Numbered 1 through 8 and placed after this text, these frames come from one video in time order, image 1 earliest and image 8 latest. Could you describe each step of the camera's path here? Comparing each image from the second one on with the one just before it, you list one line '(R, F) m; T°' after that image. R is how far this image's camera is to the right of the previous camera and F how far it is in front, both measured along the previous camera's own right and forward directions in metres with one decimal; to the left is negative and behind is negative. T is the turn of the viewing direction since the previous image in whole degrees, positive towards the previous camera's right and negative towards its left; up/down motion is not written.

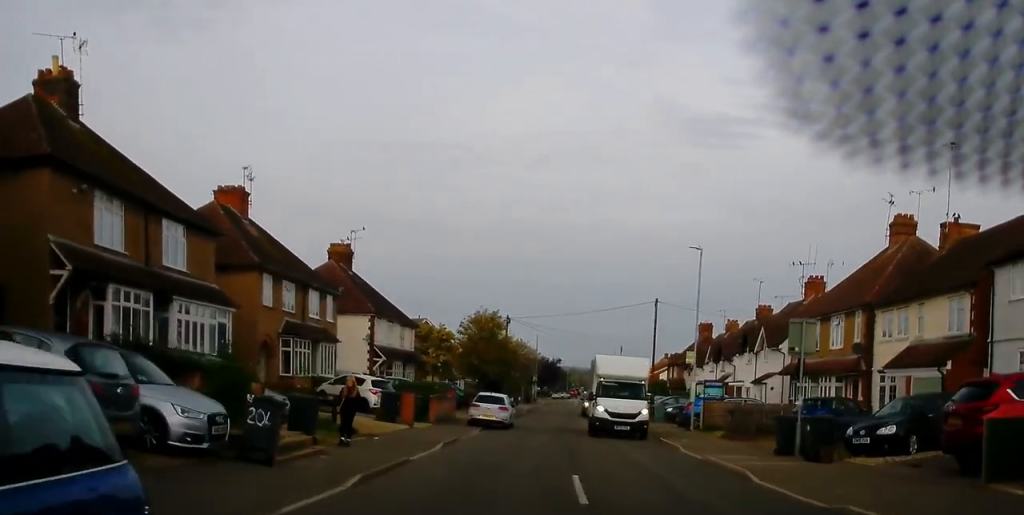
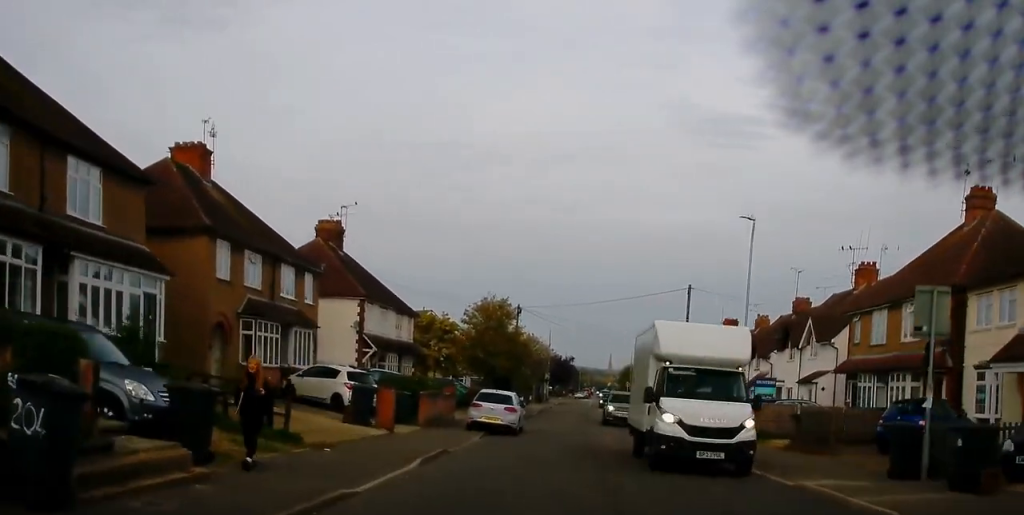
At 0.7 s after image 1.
(0.0, +6.4) m; +1°
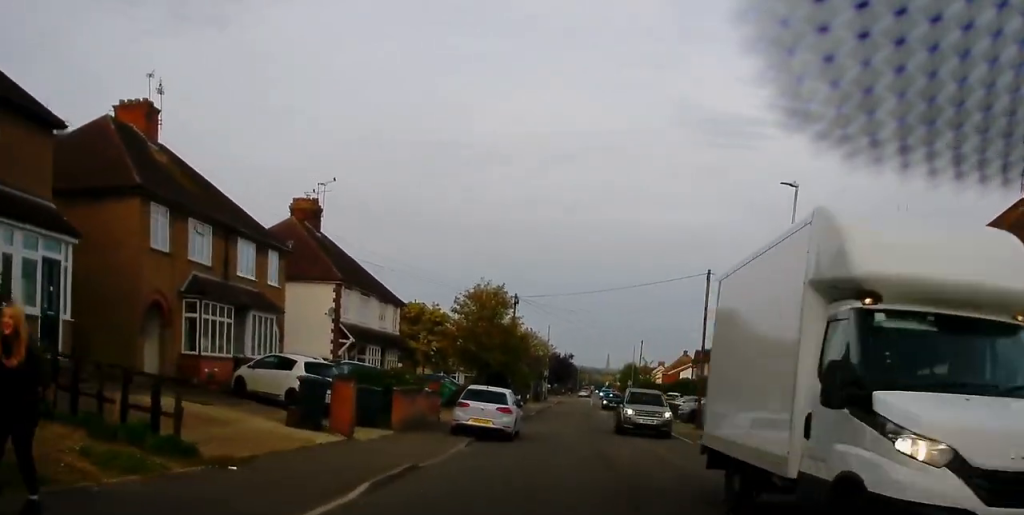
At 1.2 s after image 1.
(-0.1, +4.9) m; +2°
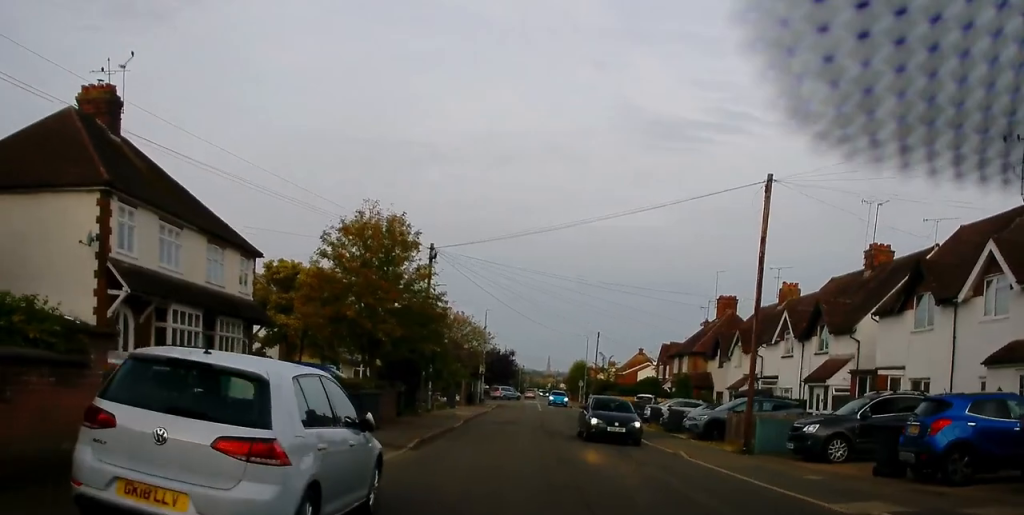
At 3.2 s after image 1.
(+0.3, +17.2) m; +1°
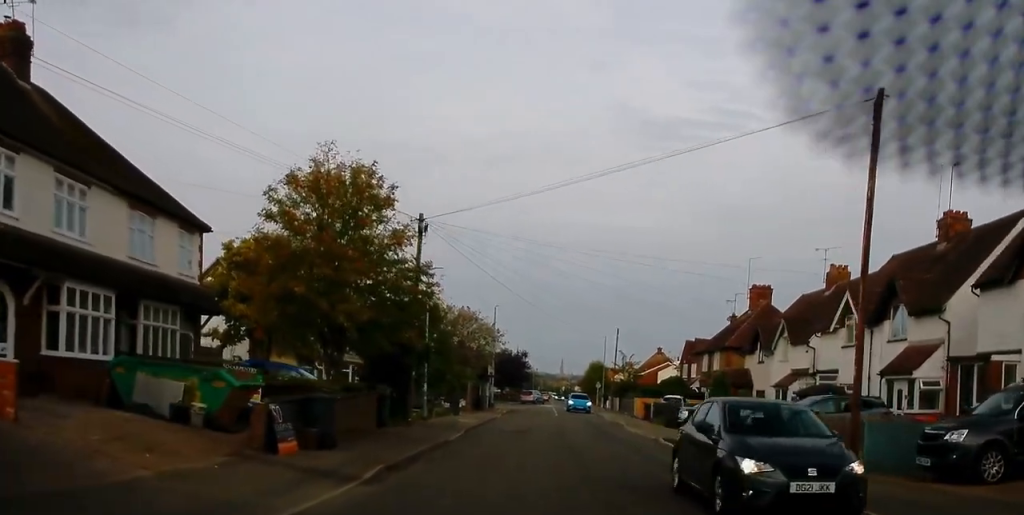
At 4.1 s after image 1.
(+0.3, +6.6) m; 0°
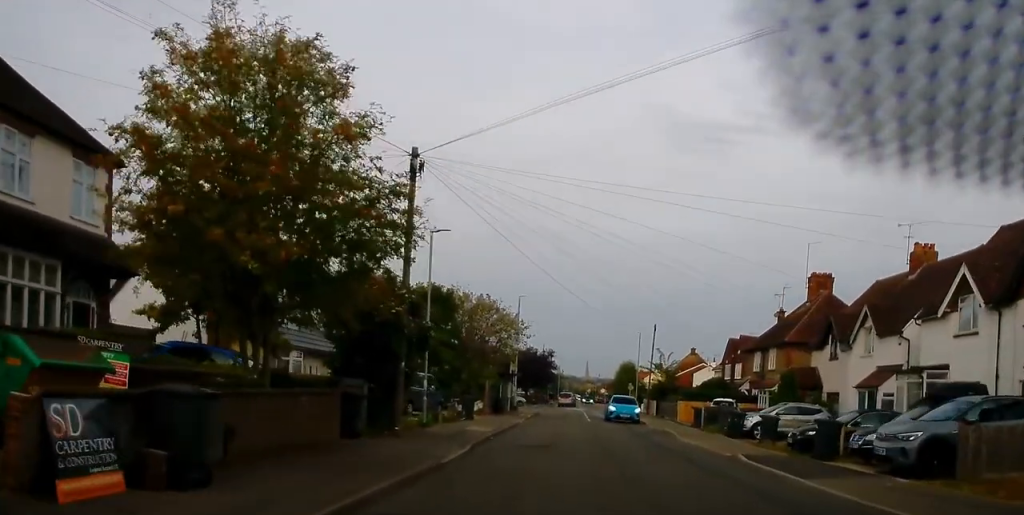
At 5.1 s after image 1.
(-0.2, +7.5) m; -3°
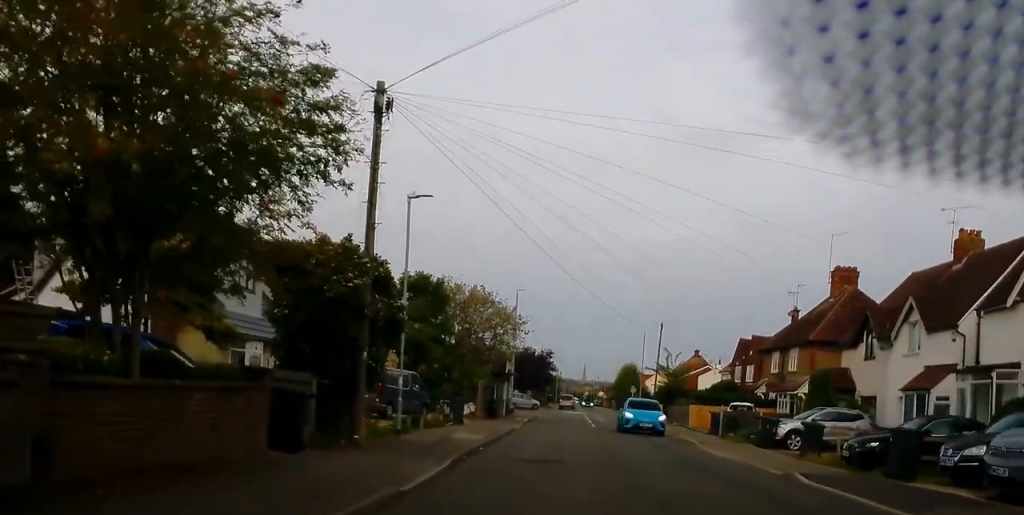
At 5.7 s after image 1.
(-0.1, +4.4) m; 0°
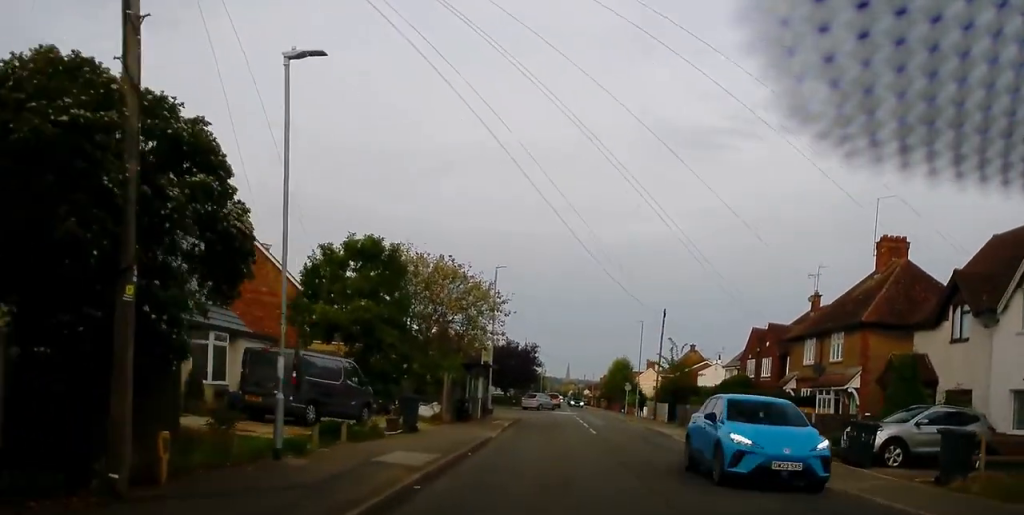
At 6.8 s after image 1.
(+0.2, +8.5) m; +3°
